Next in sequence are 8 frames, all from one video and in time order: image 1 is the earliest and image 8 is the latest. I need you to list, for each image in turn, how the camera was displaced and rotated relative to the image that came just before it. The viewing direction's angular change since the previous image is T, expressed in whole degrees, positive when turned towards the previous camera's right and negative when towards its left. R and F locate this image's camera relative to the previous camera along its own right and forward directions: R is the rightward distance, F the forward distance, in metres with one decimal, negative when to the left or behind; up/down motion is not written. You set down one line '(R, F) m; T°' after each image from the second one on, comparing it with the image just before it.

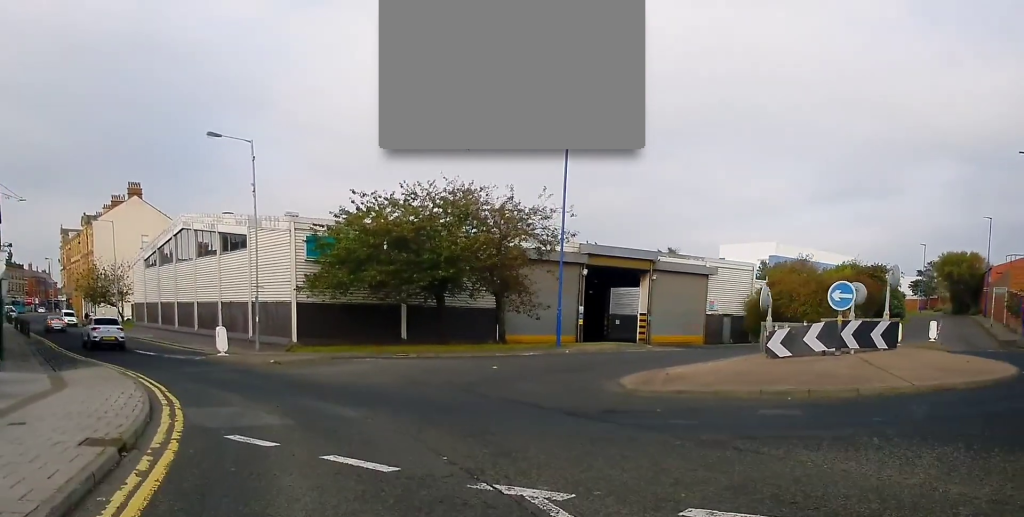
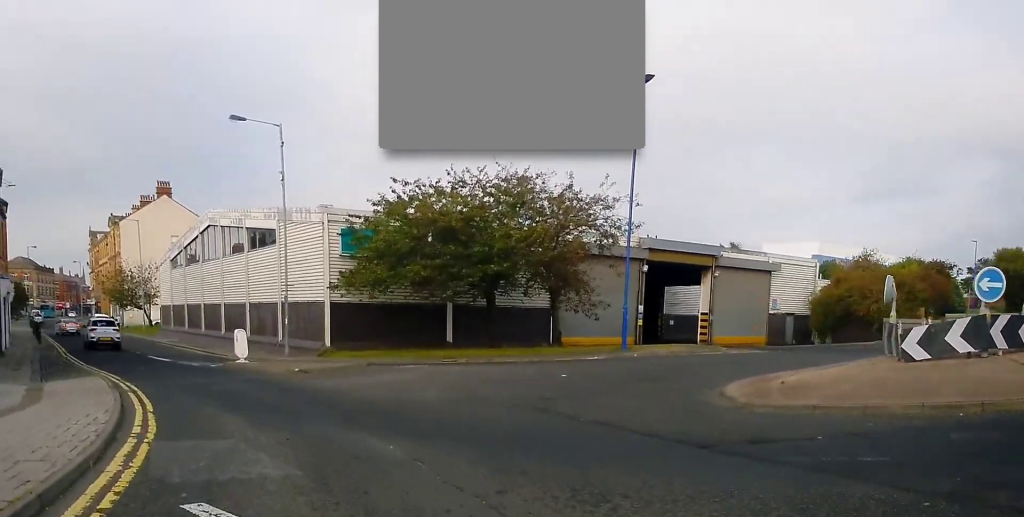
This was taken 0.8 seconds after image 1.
(0.0, +3.8) m; -4°
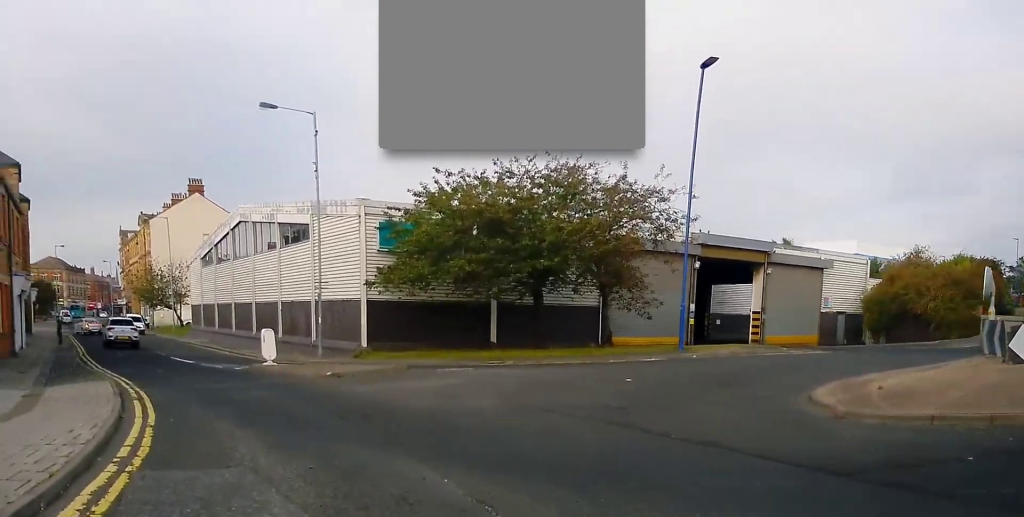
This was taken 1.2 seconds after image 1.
(-0.1, +1.9) m; -3°
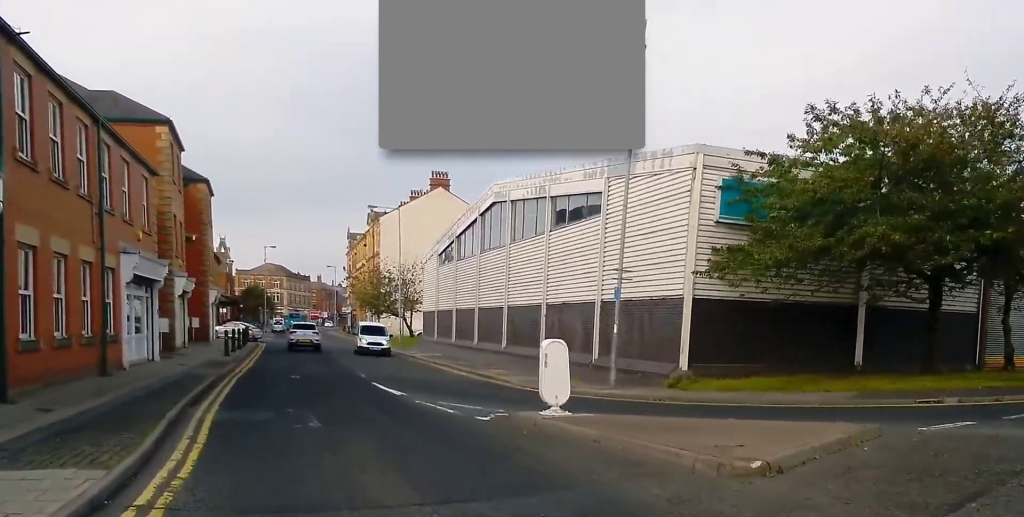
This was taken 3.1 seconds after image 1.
(-1.5, +10.6) m; -16°
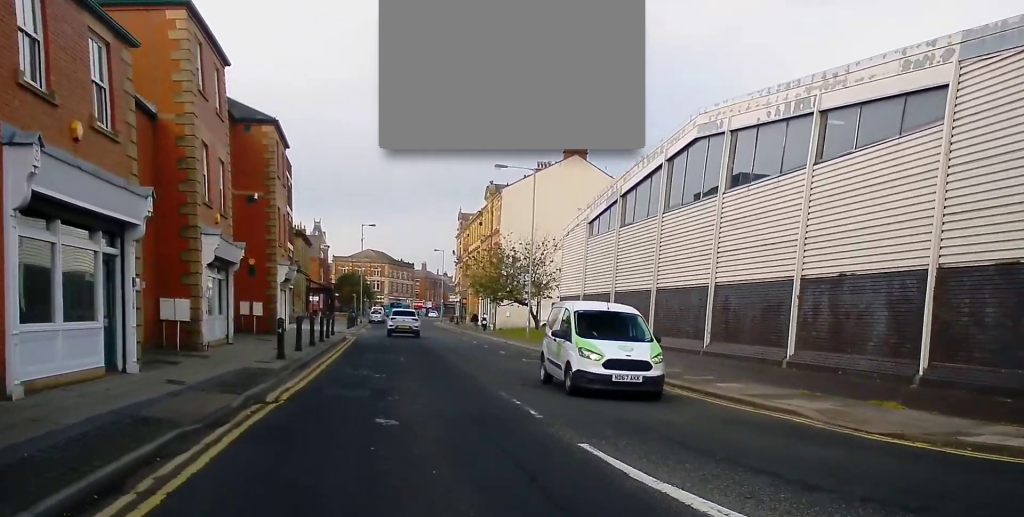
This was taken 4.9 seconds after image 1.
(-0.8, +11.9) m; -9°
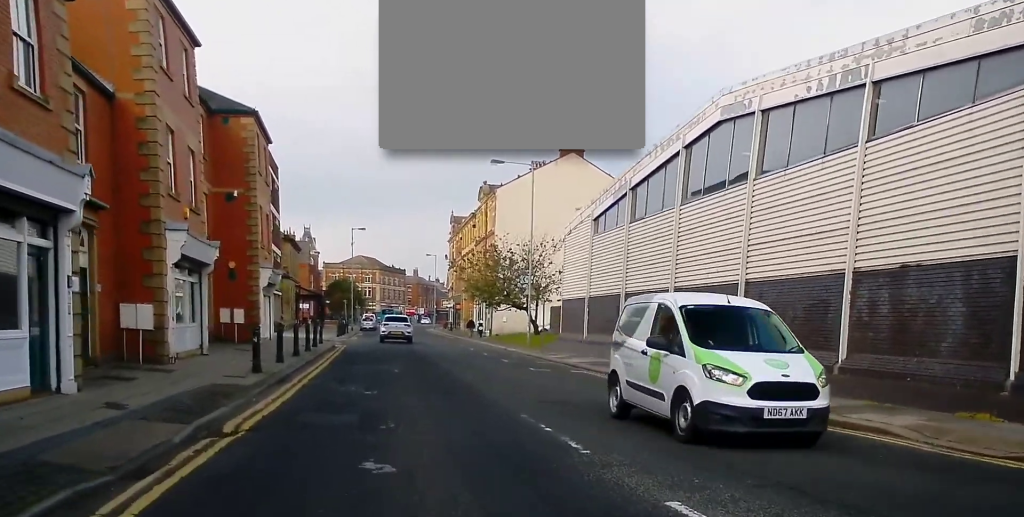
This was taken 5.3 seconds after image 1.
(-0.2, +2.7) m; -2°
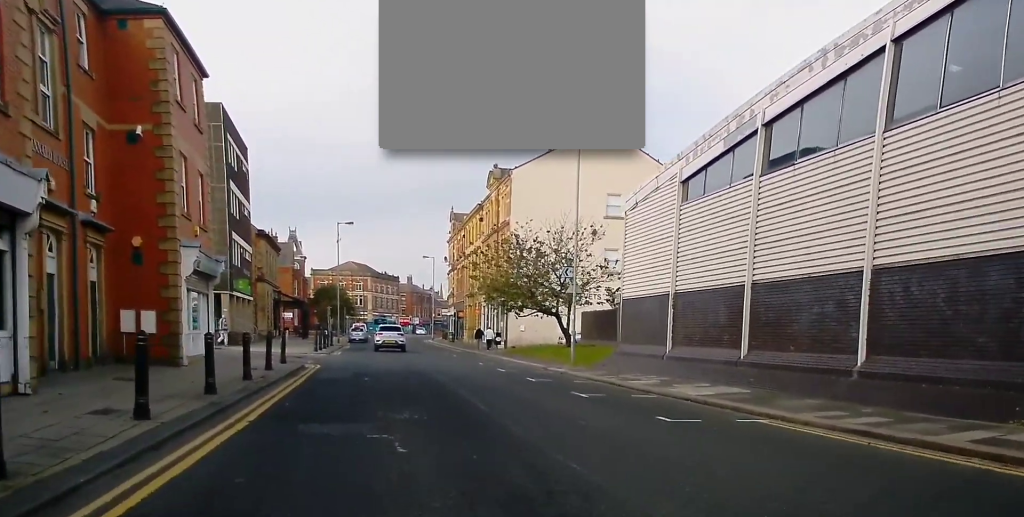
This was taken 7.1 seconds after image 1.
(-0.5, +12.4) m; 0°
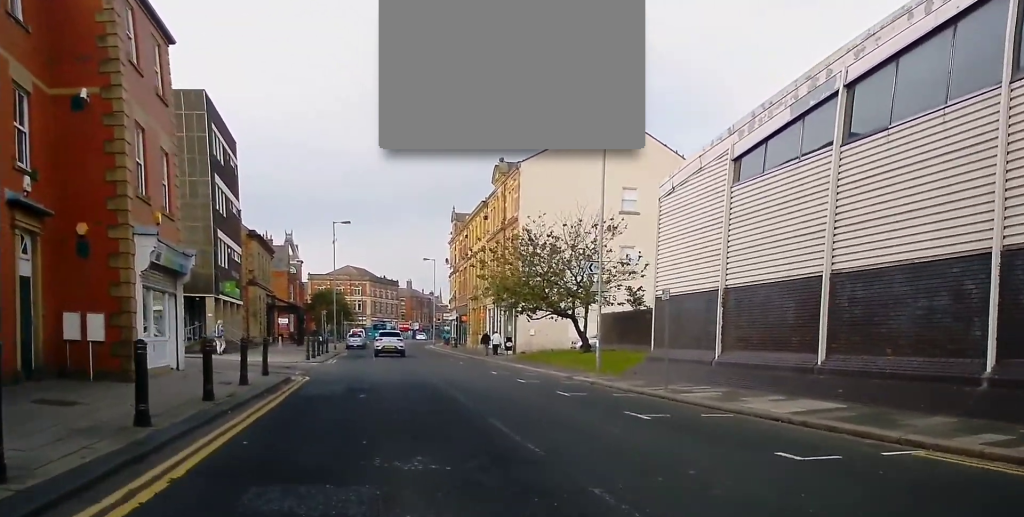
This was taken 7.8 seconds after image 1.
(+0.1, +4.0) m; 0°
